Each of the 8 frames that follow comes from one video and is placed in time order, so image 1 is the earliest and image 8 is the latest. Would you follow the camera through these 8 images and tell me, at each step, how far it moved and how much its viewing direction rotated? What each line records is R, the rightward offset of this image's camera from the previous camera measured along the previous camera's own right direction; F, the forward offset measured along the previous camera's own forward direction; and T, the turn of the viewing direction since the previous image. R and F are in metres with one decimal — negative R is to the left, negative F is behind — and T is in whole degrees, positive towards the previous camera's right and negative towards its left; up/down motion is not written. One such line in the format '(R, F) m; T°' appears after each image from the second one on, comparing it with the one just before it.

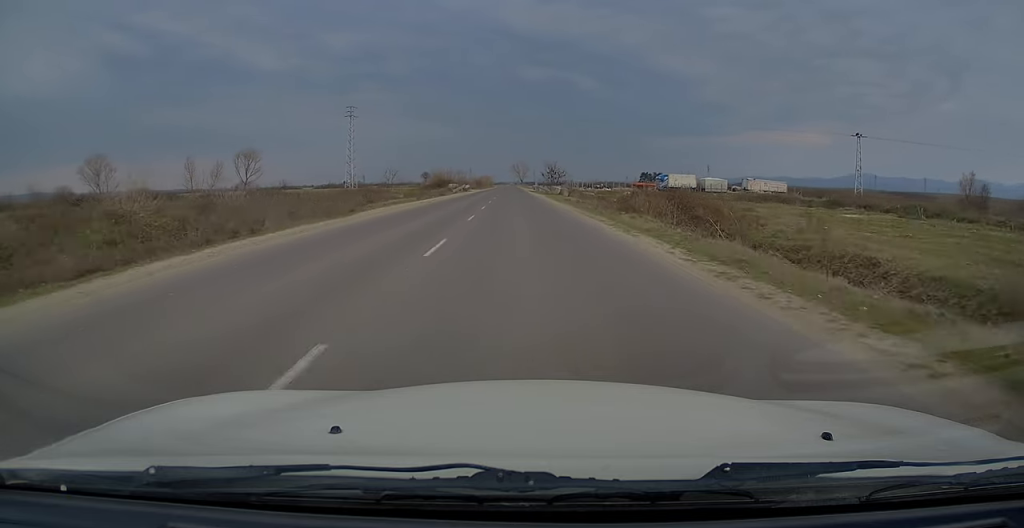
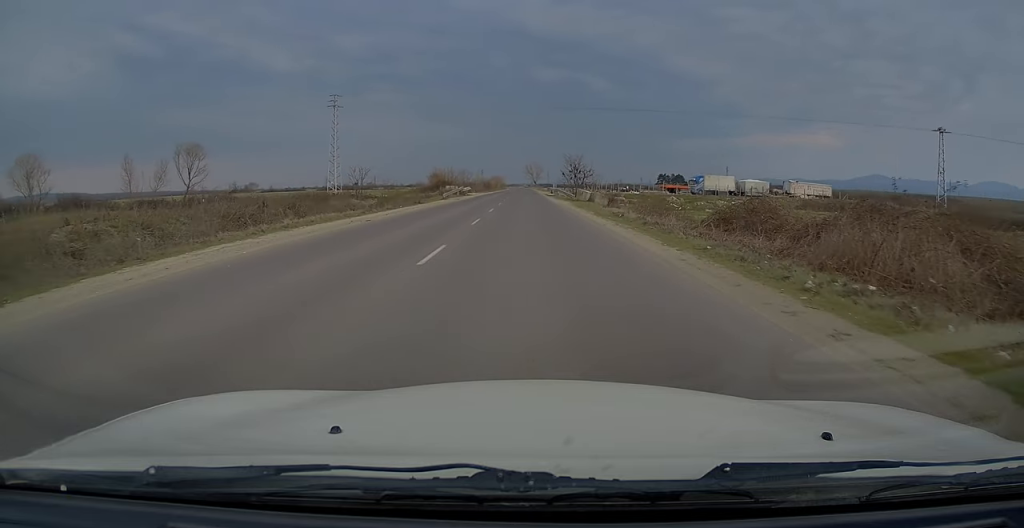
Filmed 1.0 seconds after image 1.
(-0.1, +19.4) m; -1°
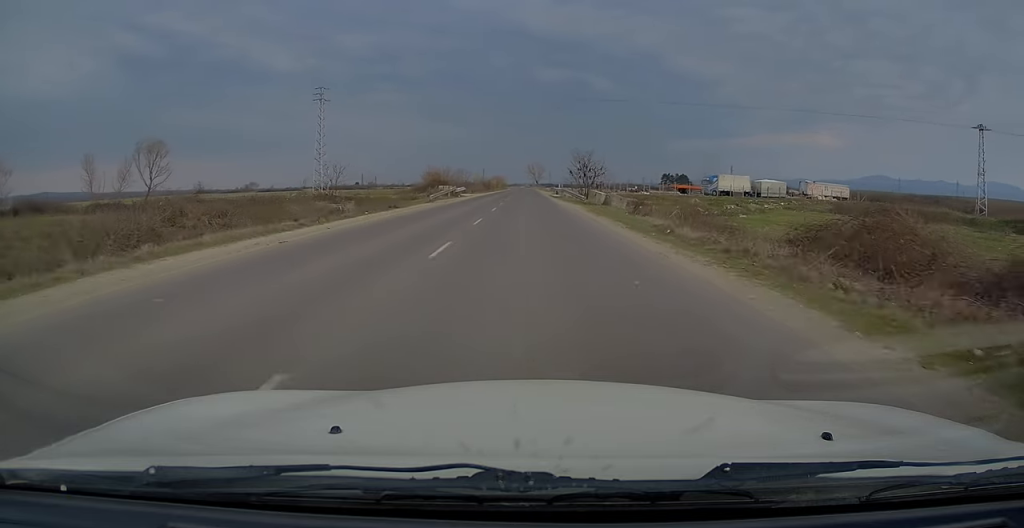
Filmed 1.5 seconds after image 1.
(0.0, +8.3) m; 0°
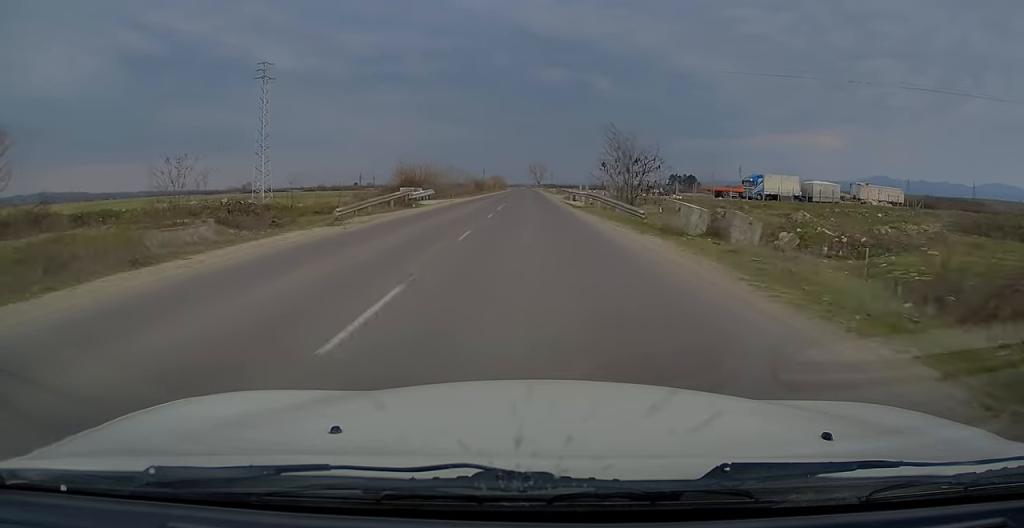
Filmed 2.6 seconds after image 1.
(-0.1, +23.0) m; 0°
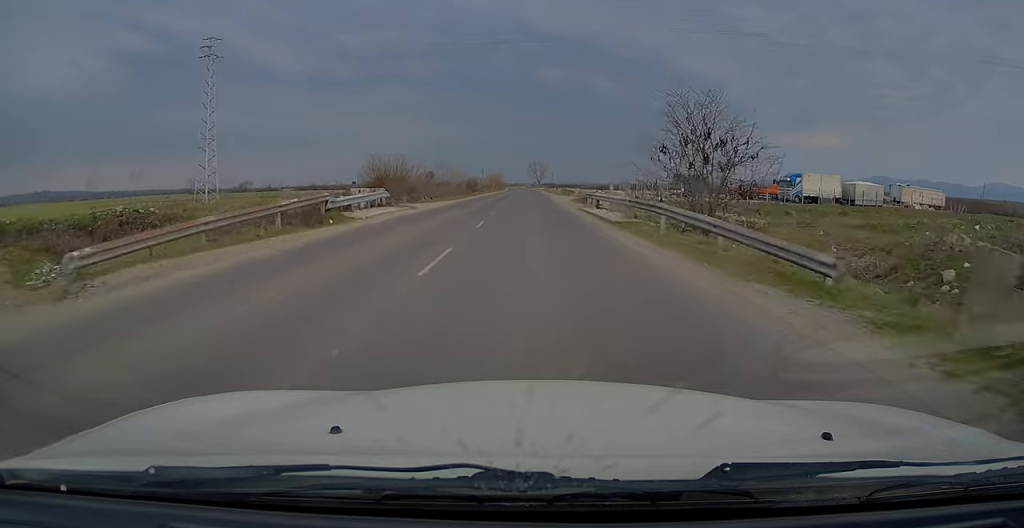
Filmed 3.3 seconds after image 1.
(0.0, +14.1) m; 0°
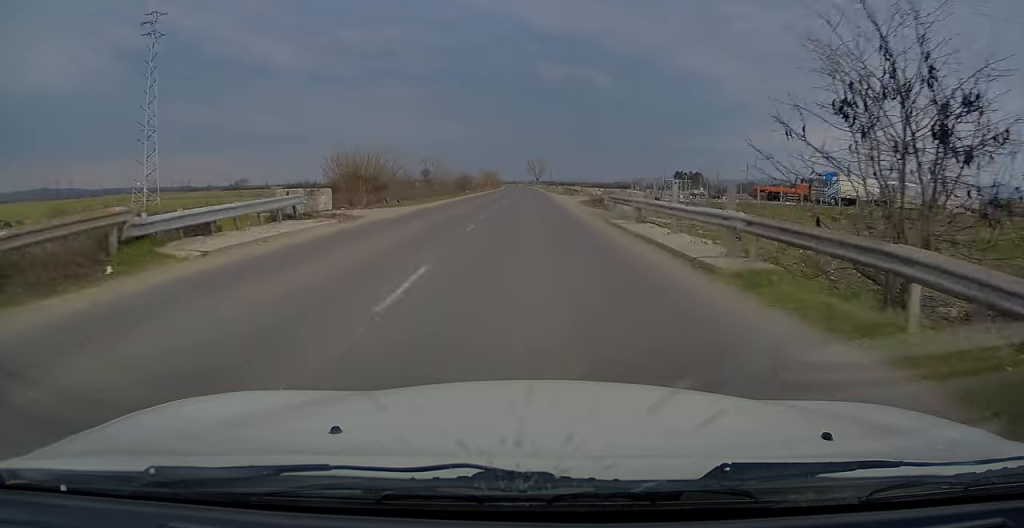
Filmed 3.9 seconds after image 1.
(-0.1, +11.0) m; 0°
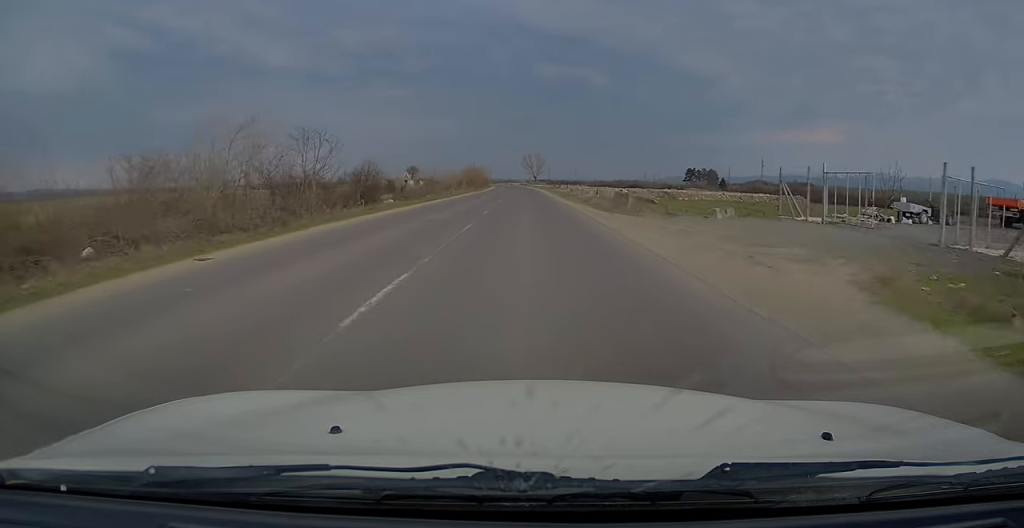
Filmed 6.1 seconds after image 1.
(0.0, +45.3) m; 0°
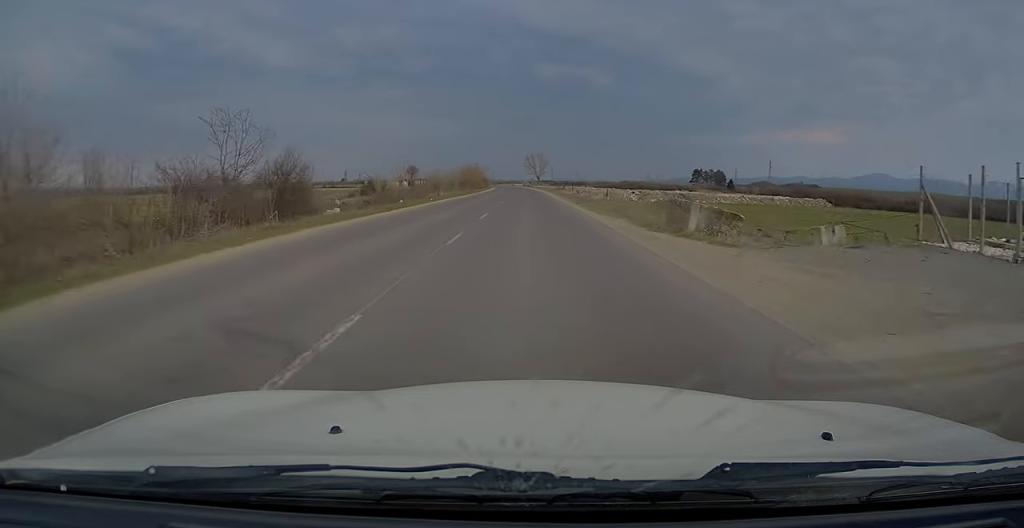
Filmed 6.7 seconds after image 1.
(+0.1, +11.5) m; 0°
